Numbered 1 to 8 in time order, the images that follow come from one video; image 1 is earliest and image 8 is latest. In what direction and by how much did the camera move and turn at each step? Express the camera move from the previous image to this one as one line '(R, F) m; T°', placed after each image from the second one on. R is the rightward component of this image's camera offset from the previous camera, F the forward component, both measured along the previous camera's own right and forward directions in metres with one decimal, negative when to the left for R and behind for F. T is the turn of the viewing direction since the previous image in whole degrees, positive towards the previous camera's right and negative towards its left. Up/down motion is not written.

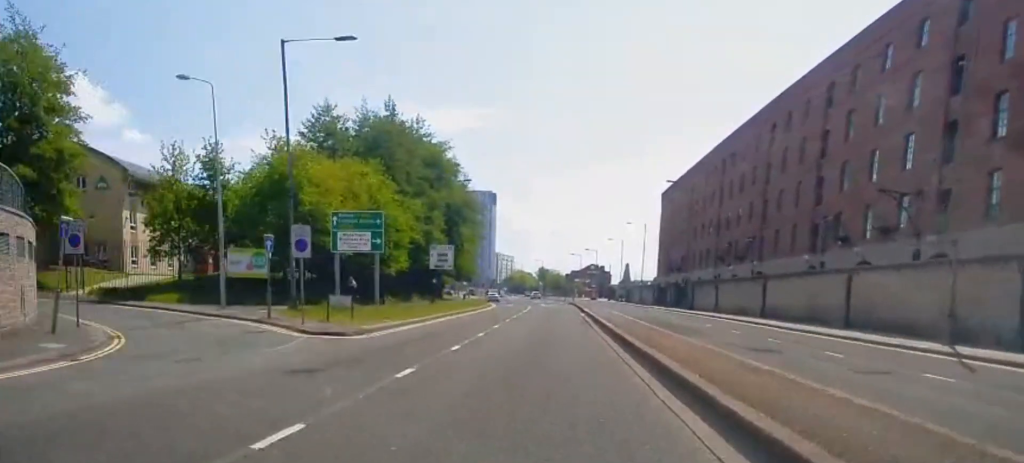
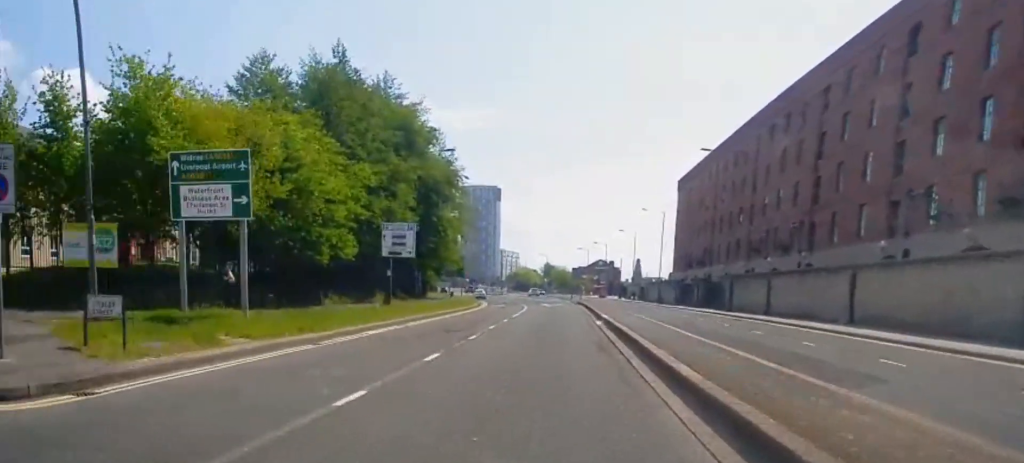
(-0.3, +15.6) m; 0°
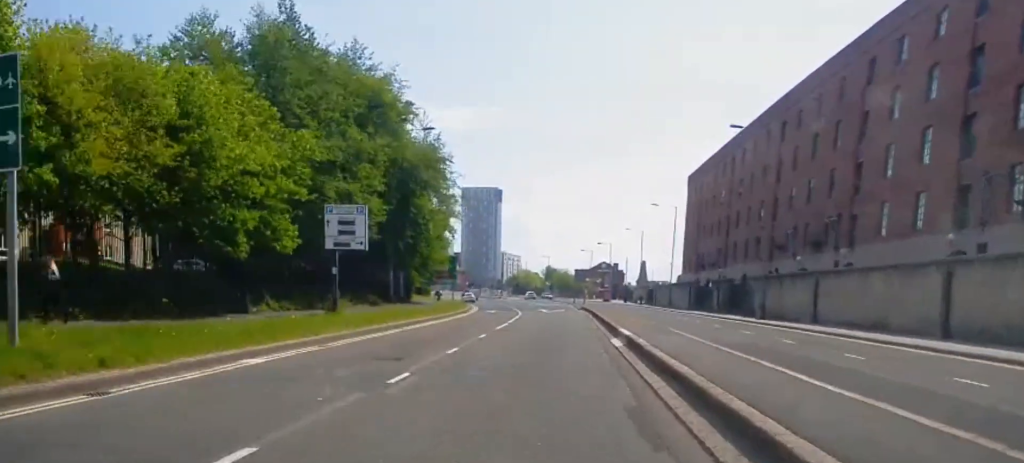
(+0.1, +9.4) m; 0°
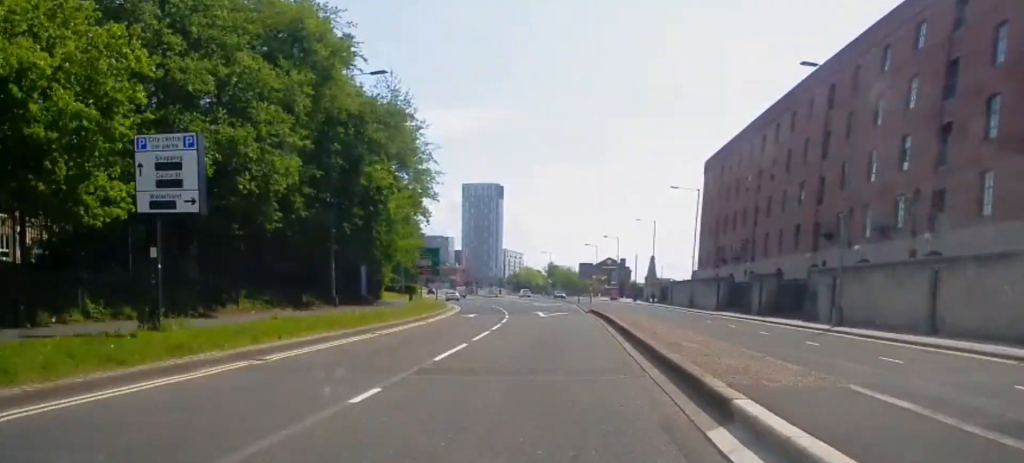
(0.0, +13.9) m; -1°
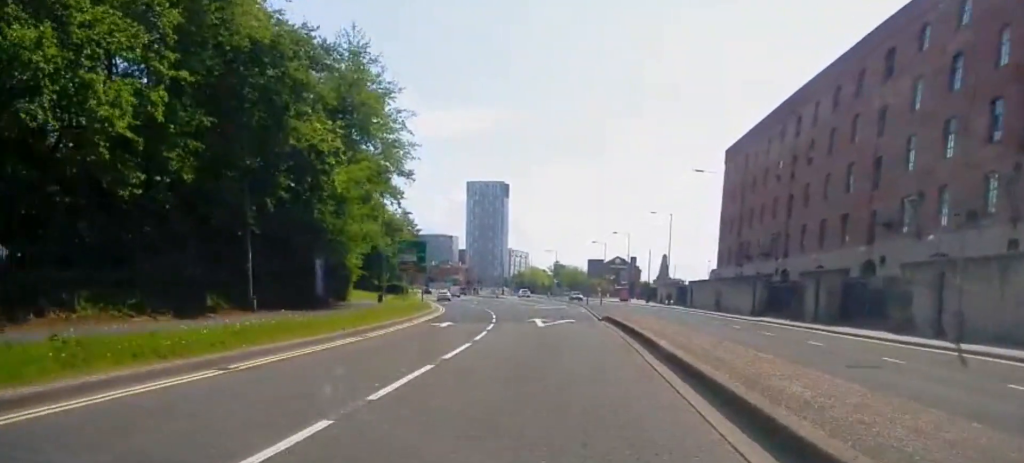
(-0.2, +11.0) m; -1°
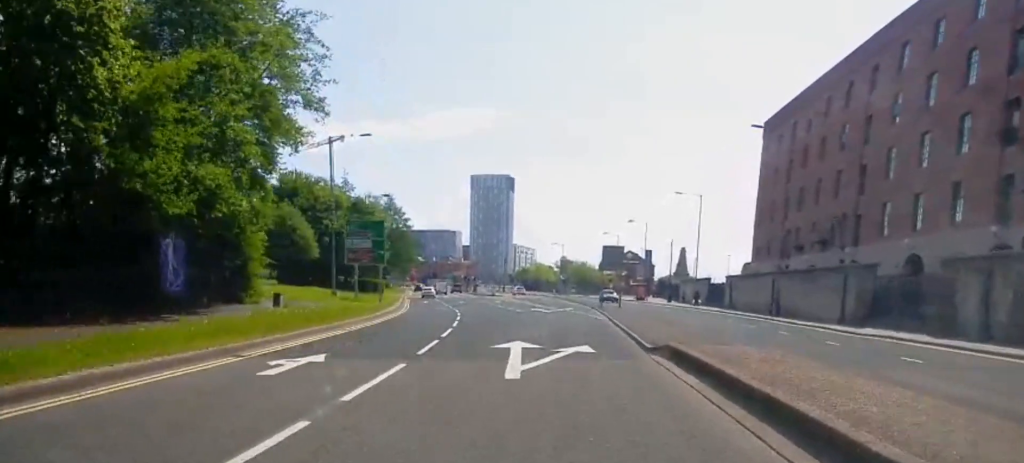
(0.0, +18.2) m; 0°
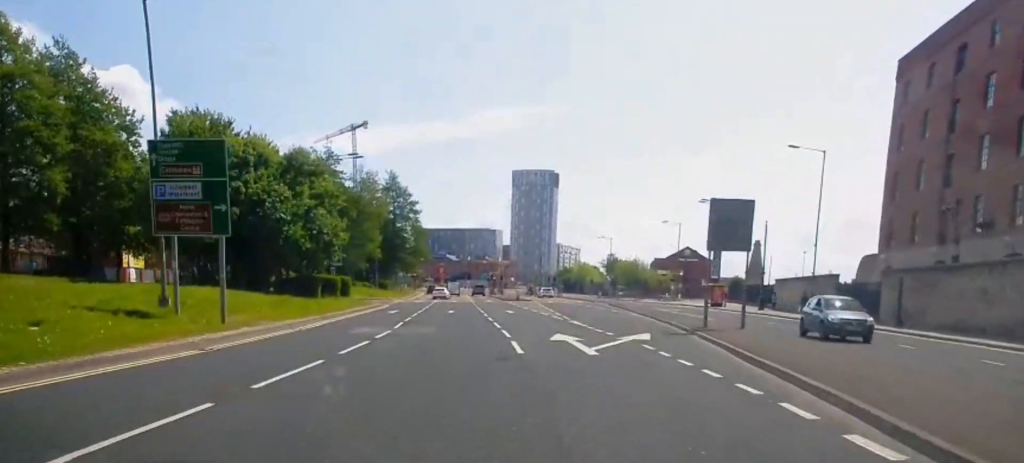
(-0.1, +29.6) m; -3°
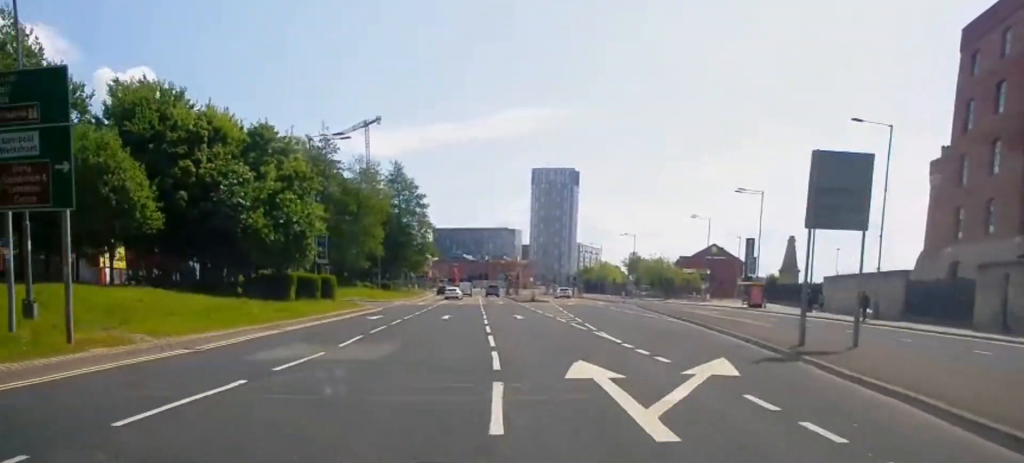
(-0.3, +9.1) m; -2°
